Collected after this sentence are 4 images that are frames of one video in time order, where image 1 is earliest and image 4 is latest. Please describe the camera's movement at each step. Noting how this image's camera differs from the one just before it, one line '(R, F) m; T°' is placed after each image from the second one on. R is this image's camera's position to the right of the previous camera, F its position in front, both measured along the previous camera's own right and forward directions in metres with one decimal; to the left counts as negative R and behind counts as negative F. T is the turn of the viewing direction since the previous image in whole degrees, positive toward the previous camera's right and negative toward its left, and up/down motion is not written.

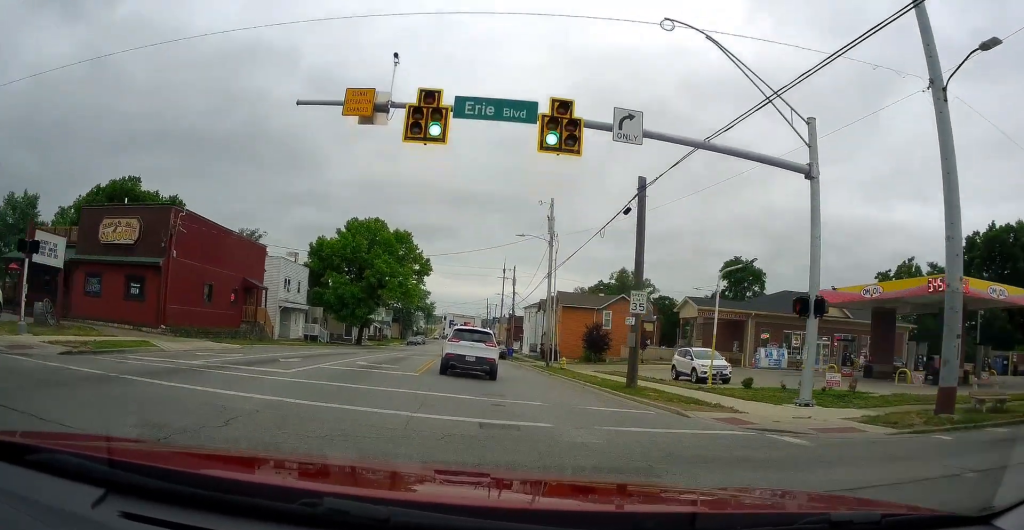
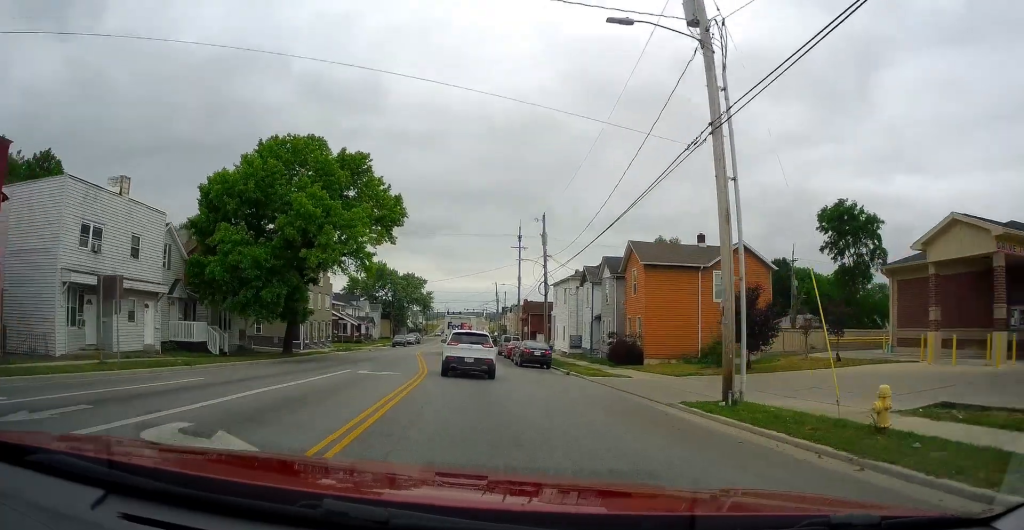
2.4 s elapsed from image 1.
(0.0, +29.1) m; -1°
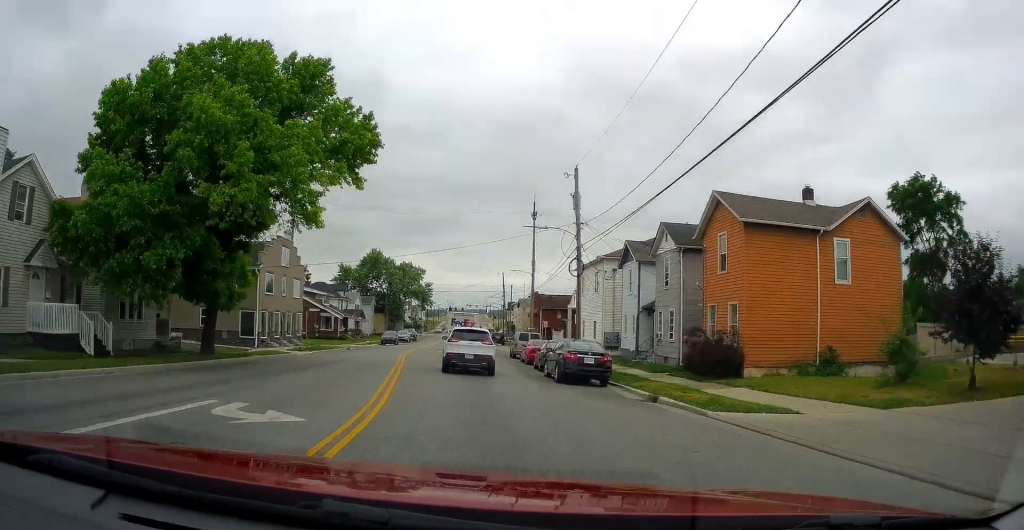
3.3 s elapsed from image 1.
(-0.2, +13.2) m; -2°
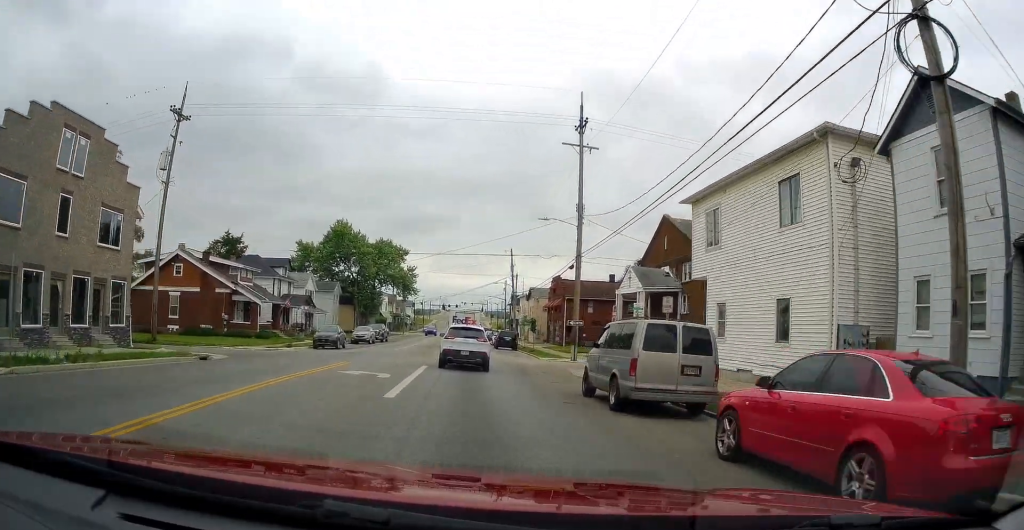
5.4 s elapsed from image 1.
(+0.3, +29.0) m; +2°
